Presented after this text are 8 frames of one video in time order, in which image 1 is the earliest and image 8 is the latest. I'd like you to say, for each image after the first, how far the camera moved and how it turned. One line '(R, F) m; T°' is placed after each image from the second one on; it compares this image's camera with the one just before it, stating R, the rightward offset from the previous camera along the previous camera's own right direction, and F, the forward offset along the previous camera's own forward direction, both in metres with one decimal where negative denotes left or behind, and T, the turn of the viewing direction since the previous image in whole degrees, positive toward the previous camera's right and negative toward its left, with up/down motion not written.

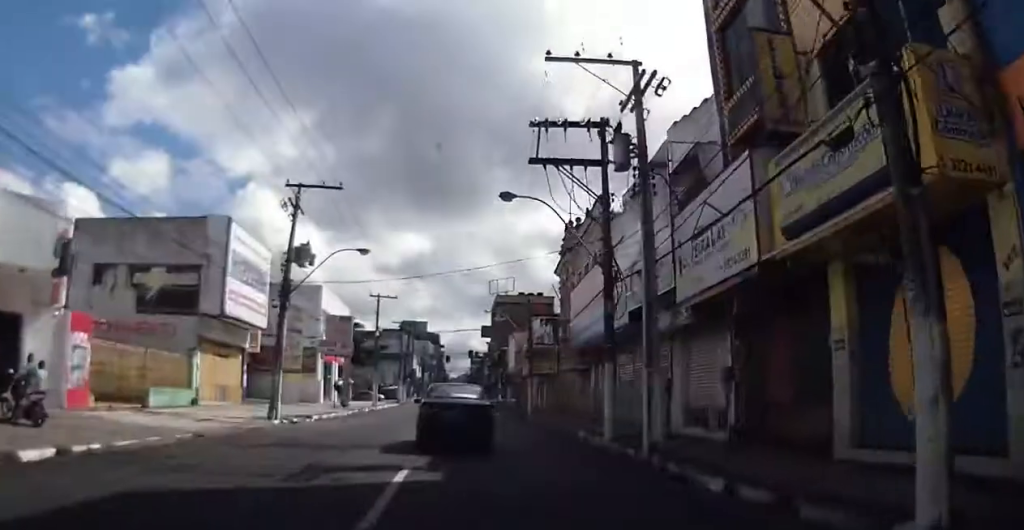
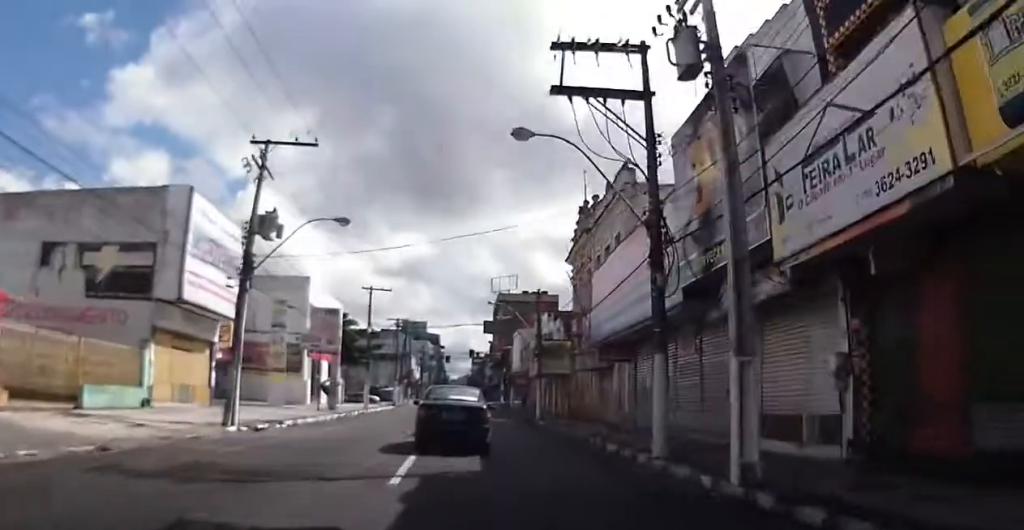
(0.0, +5.2) m; 0°
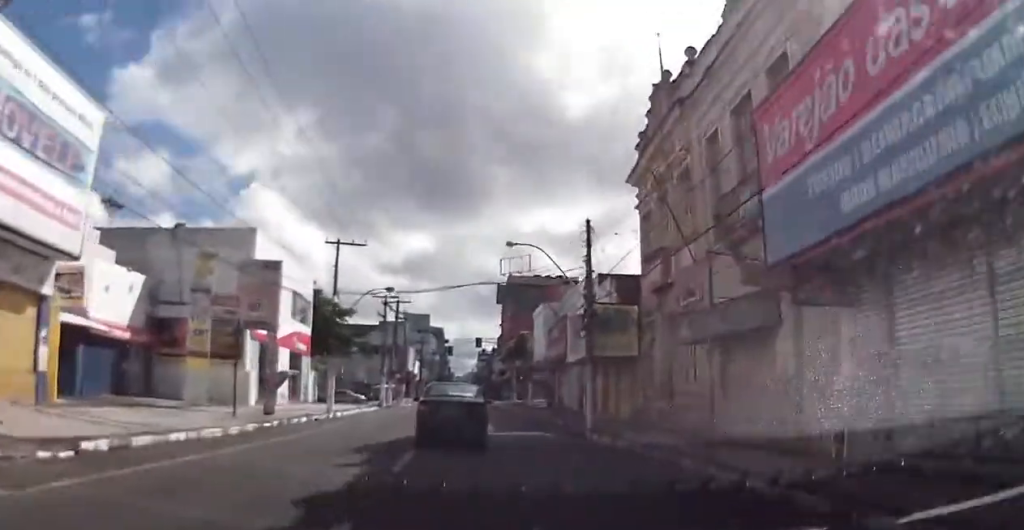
(0.0, +15.4) m; 0°
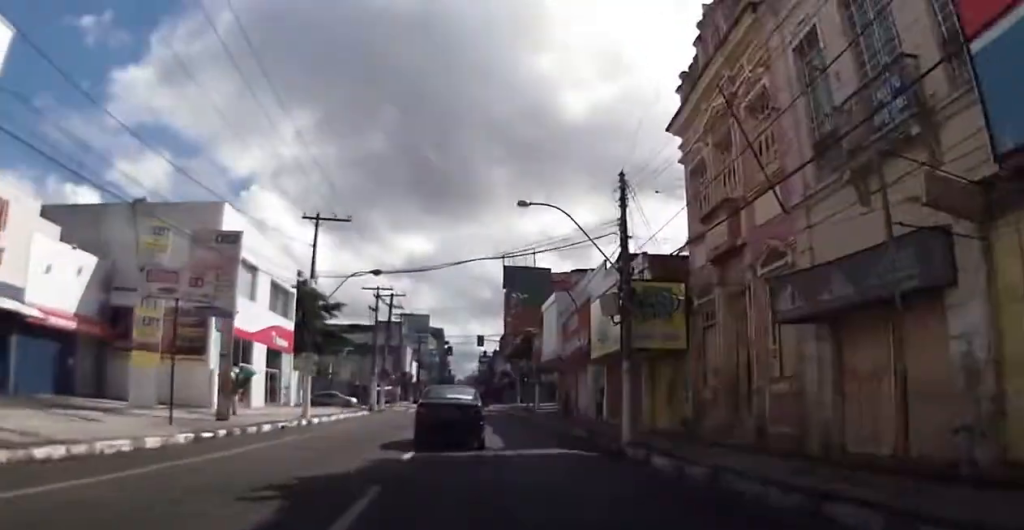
(0.0, +5.7) m; 0°
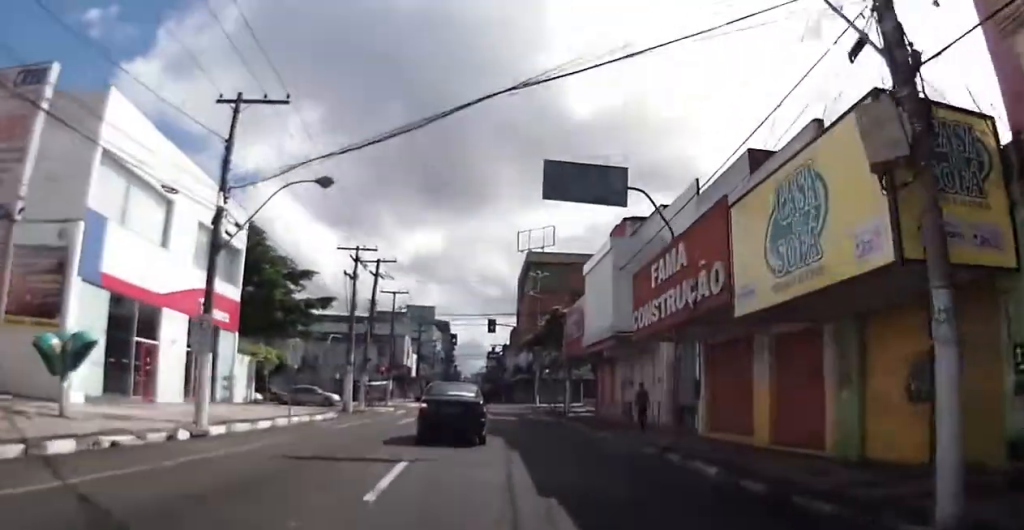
(0.0, +13.5) m; +2°
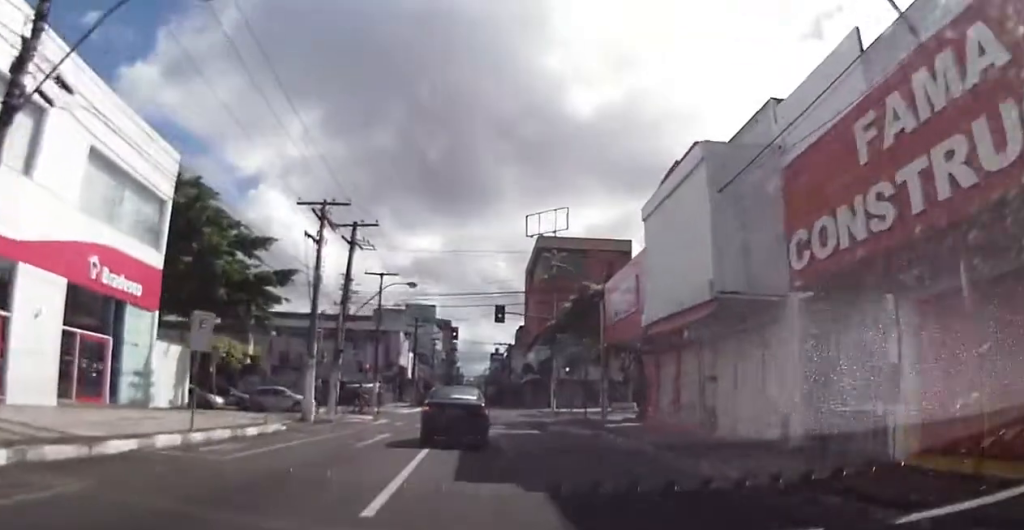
(+0.4, +10.3) m; +1°
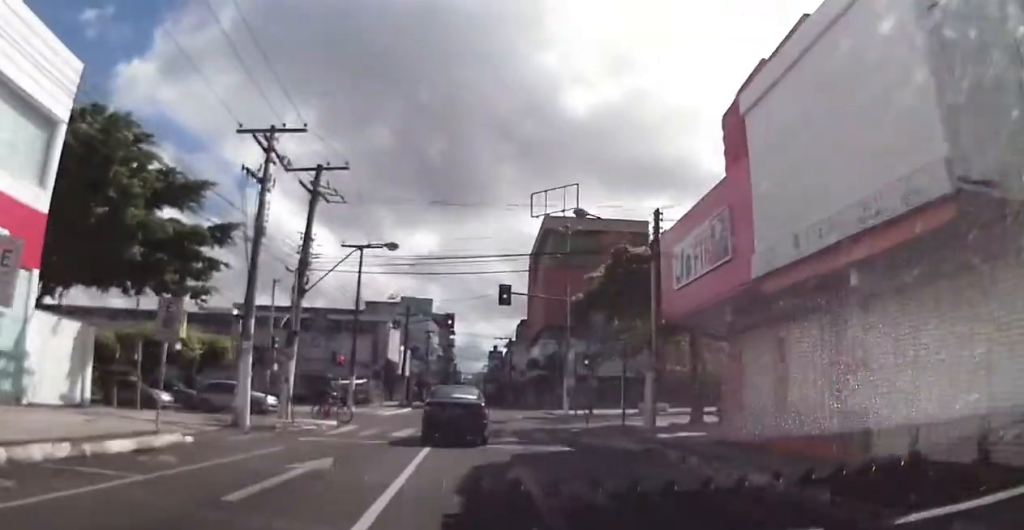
(-0.1, +8.5) m; -2°
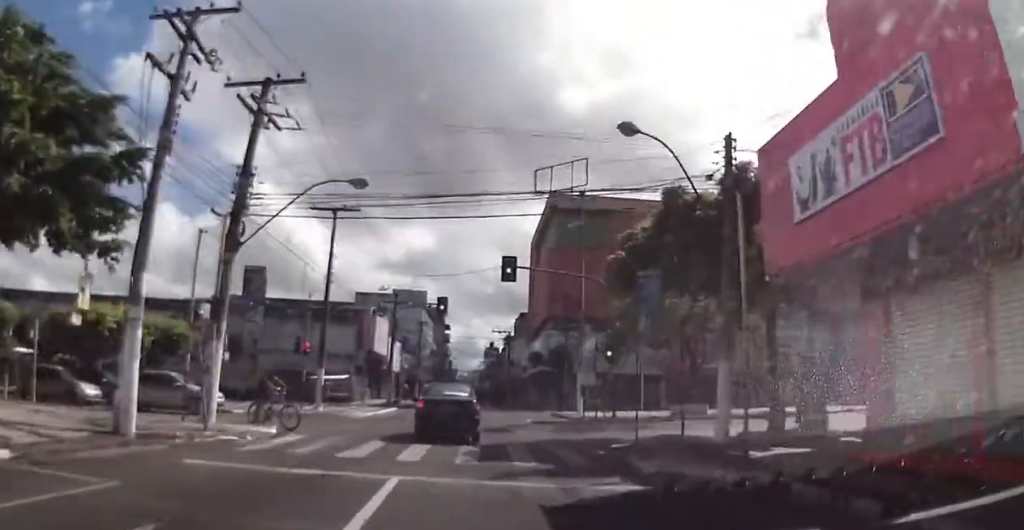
(-0.2, +7.4) m; -1°
